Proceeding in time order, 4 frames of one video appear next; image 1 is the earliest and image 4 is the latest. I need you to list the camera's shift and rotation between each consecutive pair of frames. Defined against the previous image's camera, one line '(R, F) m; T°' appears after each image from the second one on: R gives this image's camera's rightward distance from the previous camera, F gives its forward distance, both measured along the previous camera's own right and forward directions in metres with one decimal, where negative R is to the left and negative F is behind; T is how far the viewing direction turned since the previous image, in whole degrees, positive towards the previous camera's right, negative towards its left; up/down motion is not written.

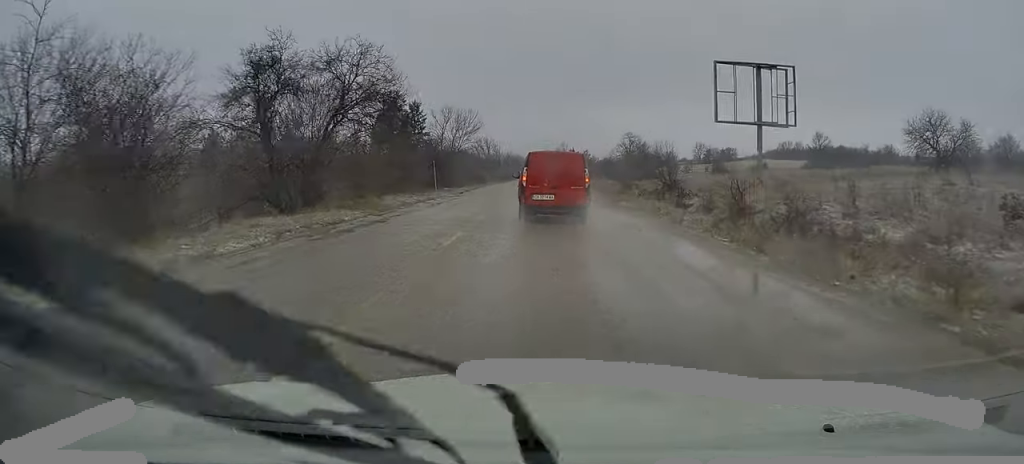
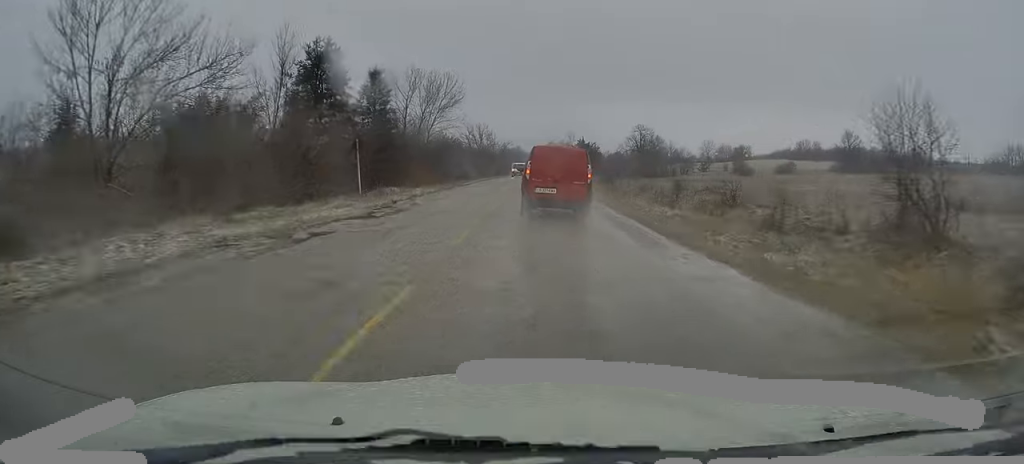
(0.0, +22.7) m; 0°
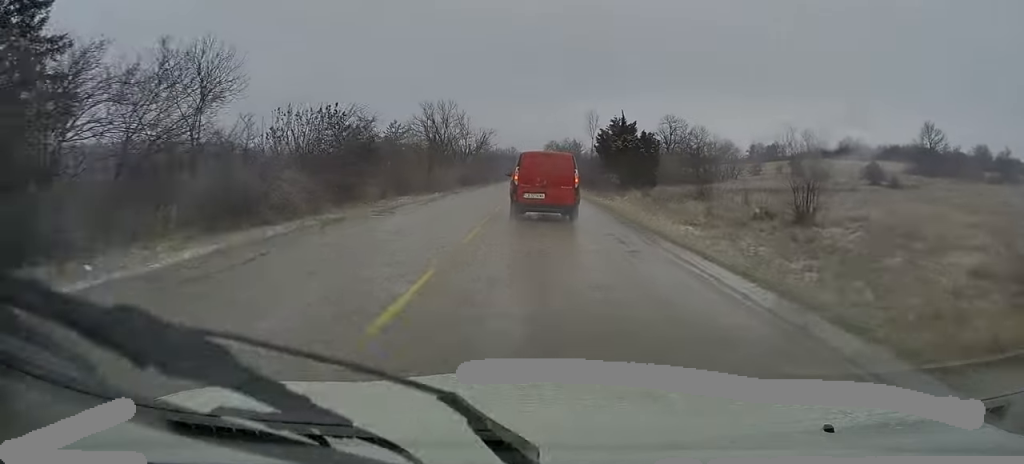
(-0.2, +48.5) m; 0°
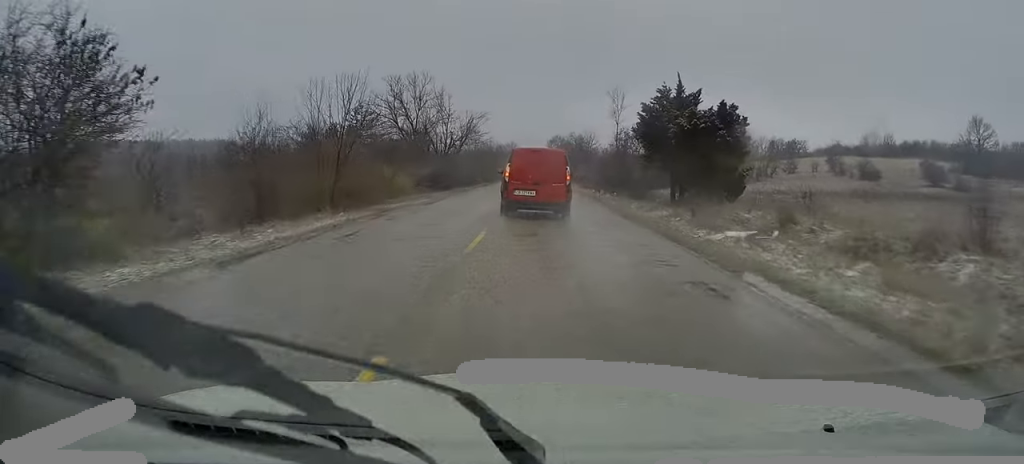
(+0.2, +20.5) m; 0°
